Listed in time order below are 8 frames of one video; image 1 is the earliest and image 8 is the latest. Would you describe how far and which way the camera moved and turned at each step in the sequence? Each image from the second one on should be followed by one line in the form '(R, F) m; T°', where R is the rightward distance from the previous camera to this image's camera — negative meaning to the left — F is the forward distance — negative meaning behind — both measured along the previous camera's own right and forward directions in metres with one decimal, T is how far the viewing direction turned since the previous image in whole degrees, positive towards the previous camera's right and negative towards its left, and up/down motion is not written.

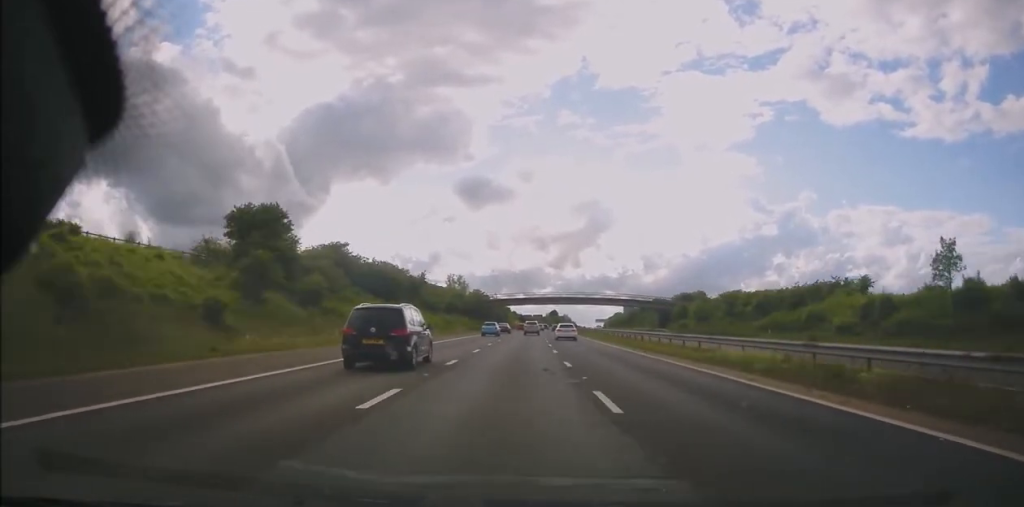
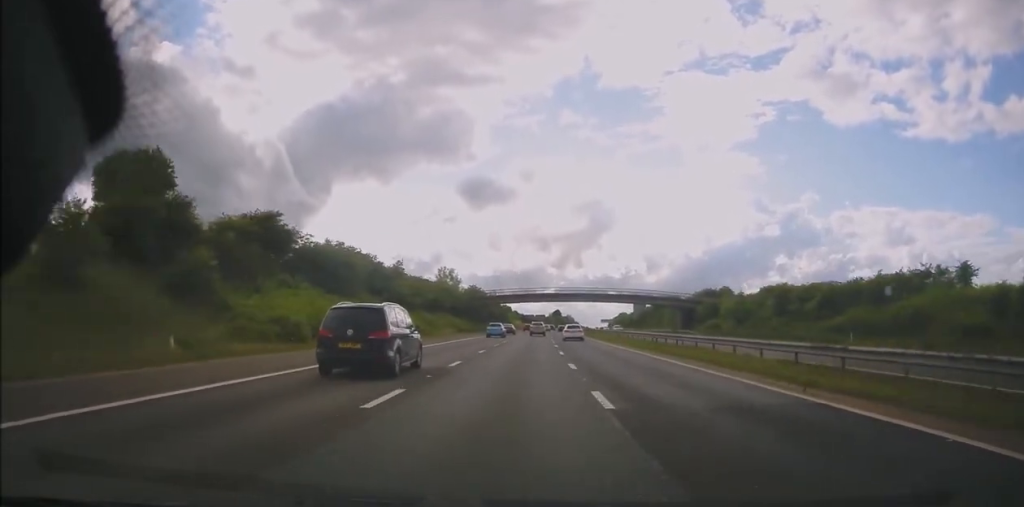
(0.0, +17.4) m; 0°
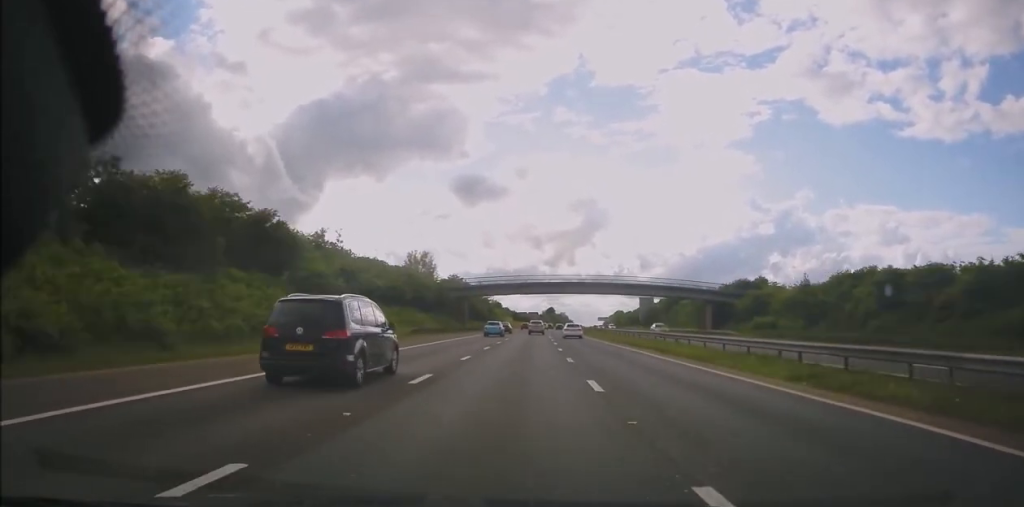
(+0.1, +24.1) m; +1°
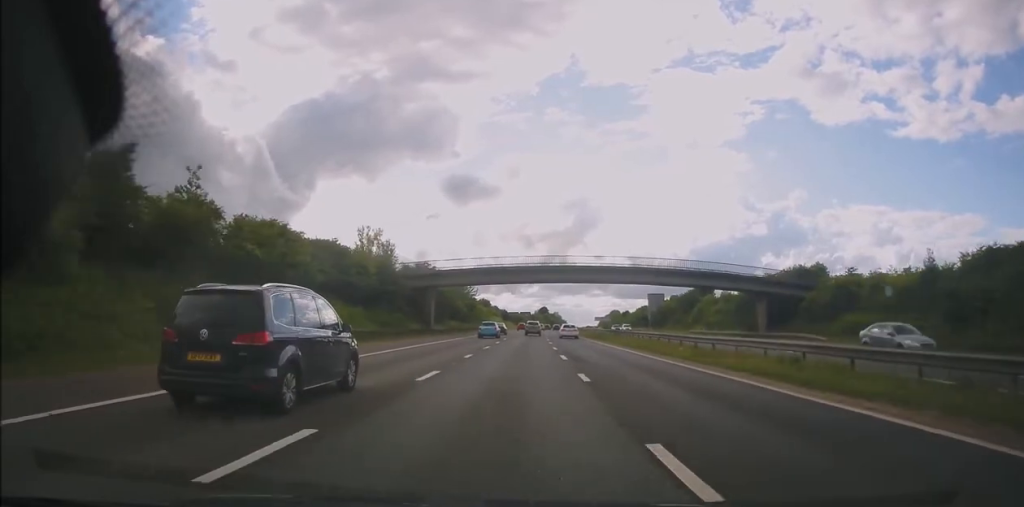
(+0.4, +24.7) m; 0°
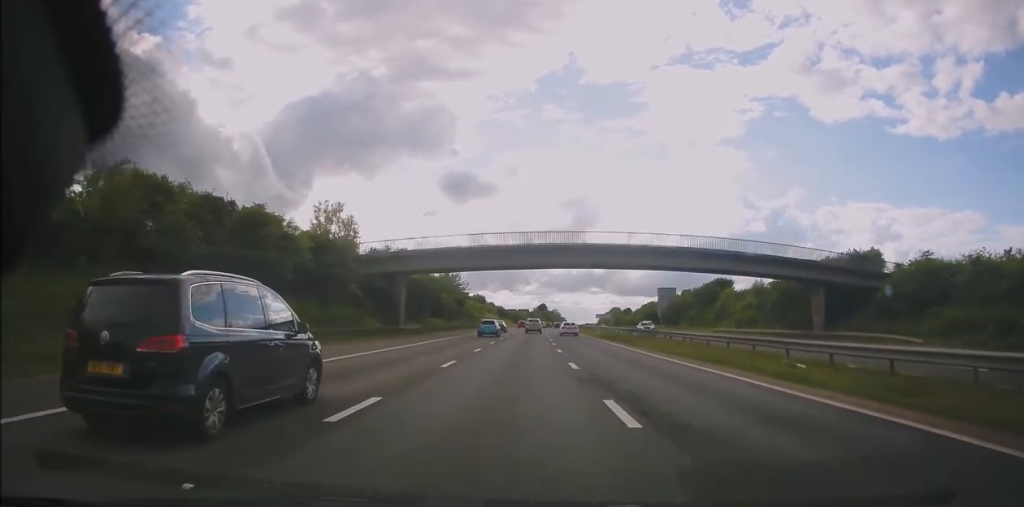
(-0.1, +14.8) m; 0°
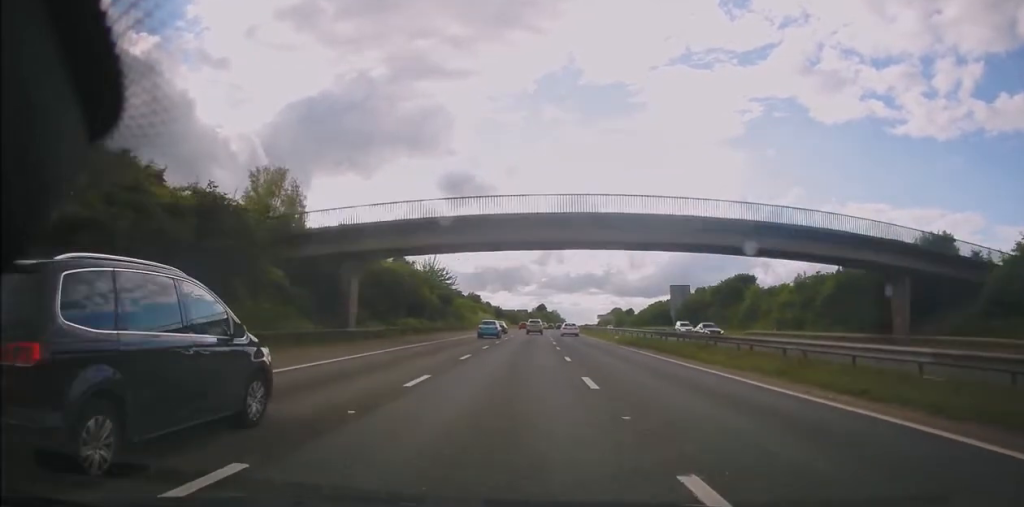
(-0.3, +14.0) m; 0°
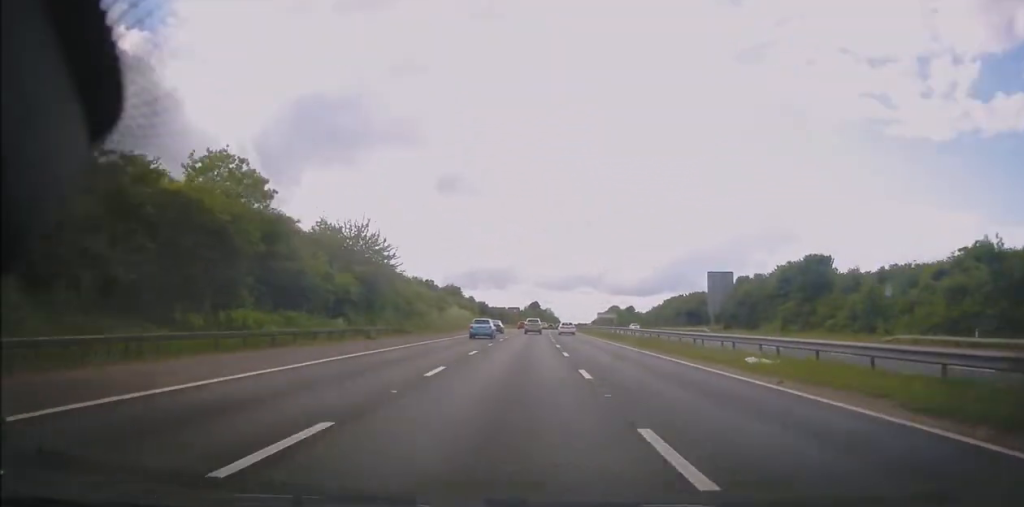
(+0.3, +33.2) m; +1°
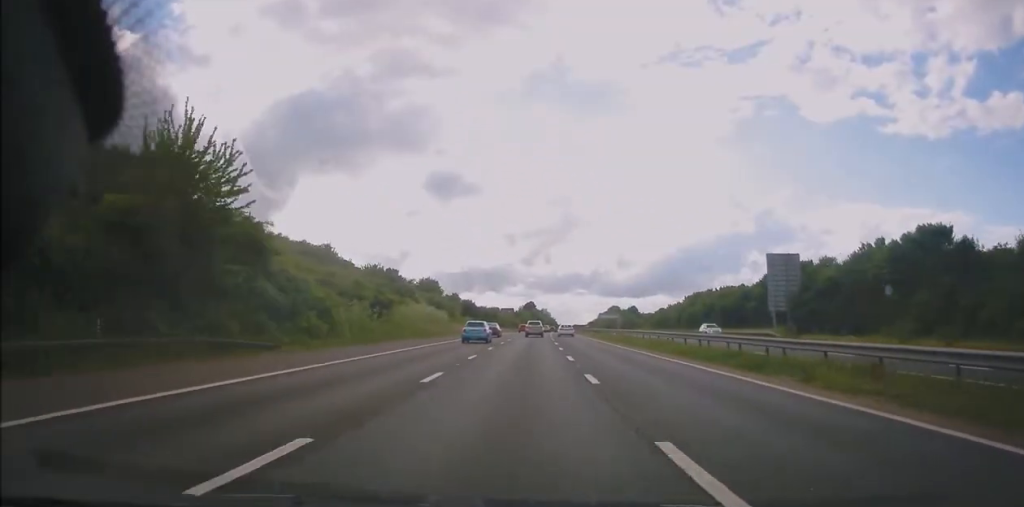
(0.0, +28.0) m; +1°
